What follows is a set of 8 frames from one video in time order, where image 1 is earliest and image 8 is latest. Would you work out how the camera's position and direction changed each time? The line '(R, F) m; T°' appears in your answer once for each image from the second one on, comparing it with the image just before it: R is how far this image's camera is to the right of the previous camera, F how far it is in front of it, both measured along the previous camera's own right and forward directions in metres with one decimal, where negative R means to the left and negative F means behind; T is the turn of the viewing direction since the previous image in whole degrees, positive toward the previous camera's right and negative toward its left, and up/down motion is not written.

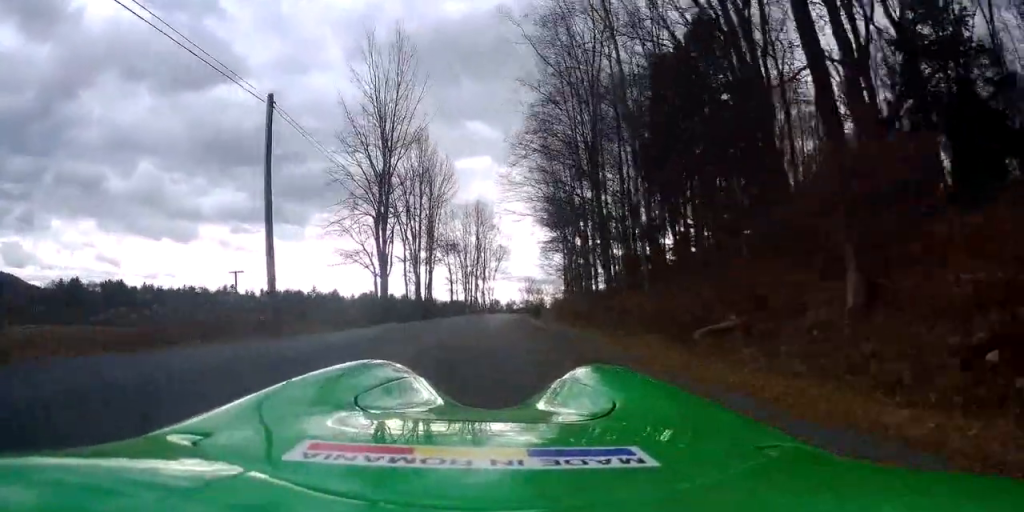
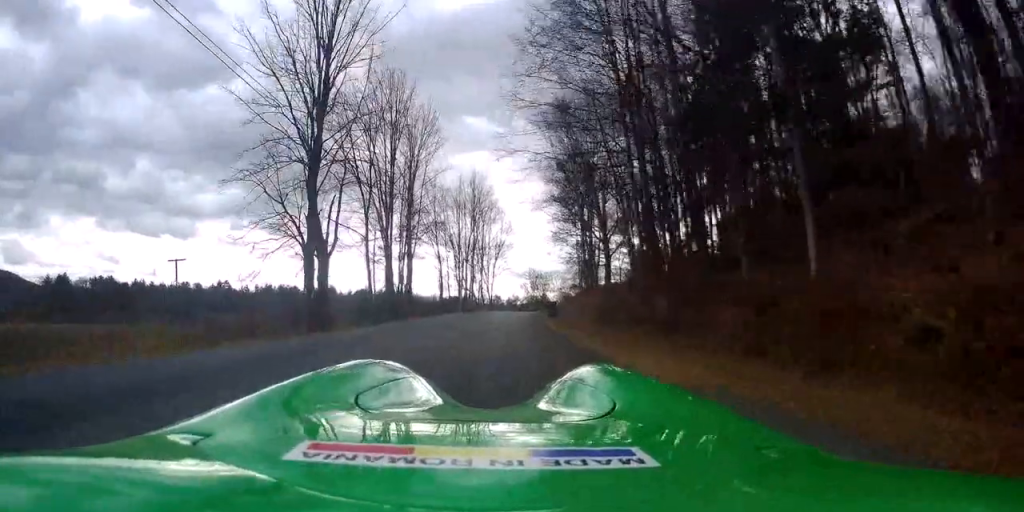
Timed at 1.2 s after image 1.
(+0.4, +15.8) m; +2°
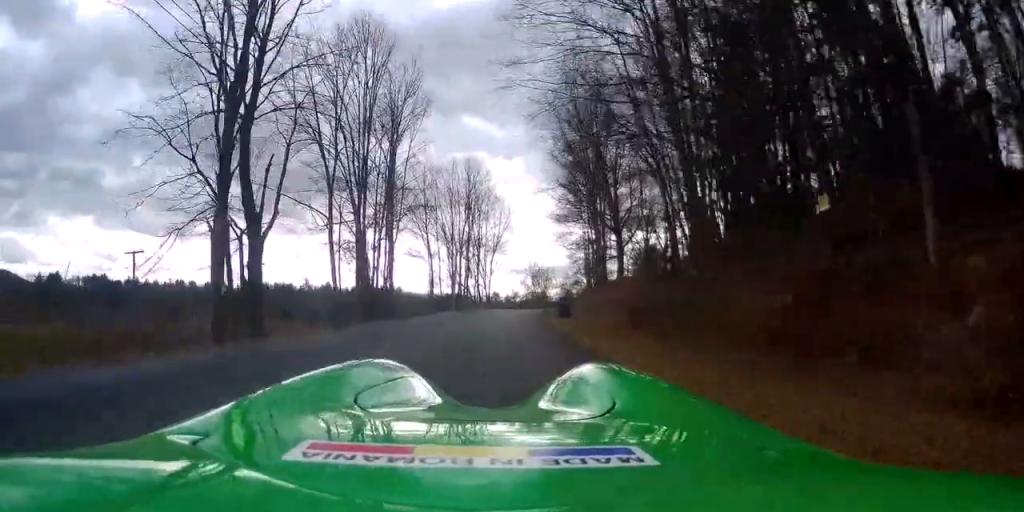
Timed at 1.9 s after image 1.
(0.0, +8.0) m; 0°
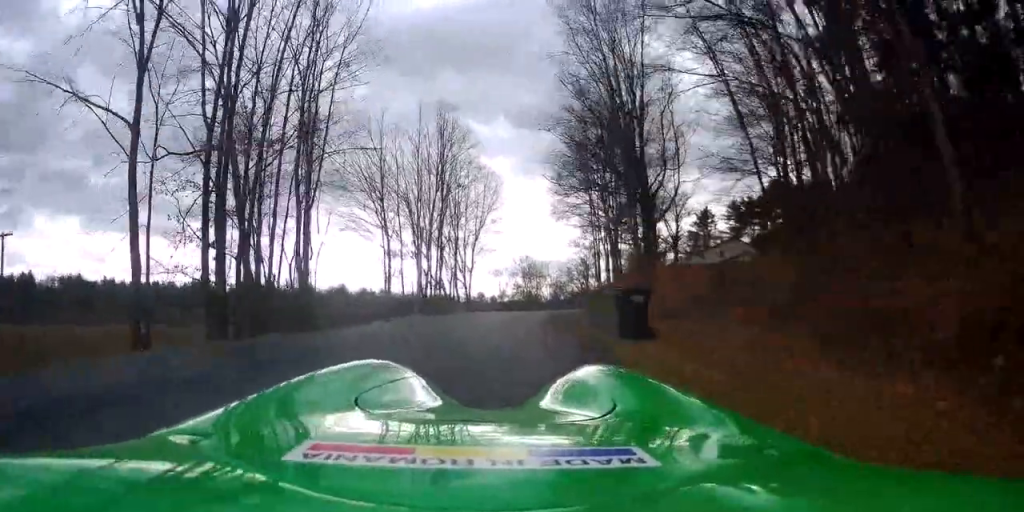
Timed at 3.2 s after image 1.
(0.0, +16.7) m; +1°
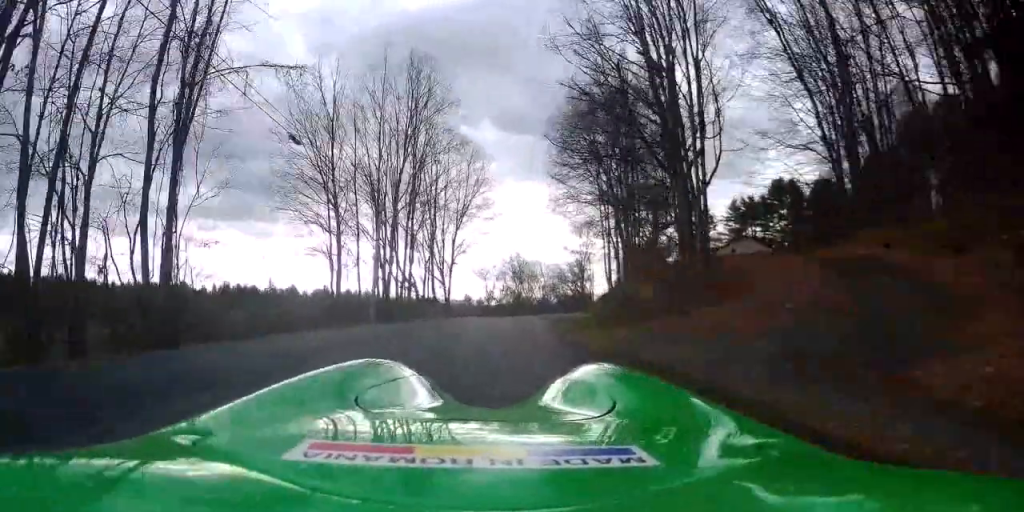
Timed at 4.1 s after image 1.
(+0.1, +11.3) m; +2°
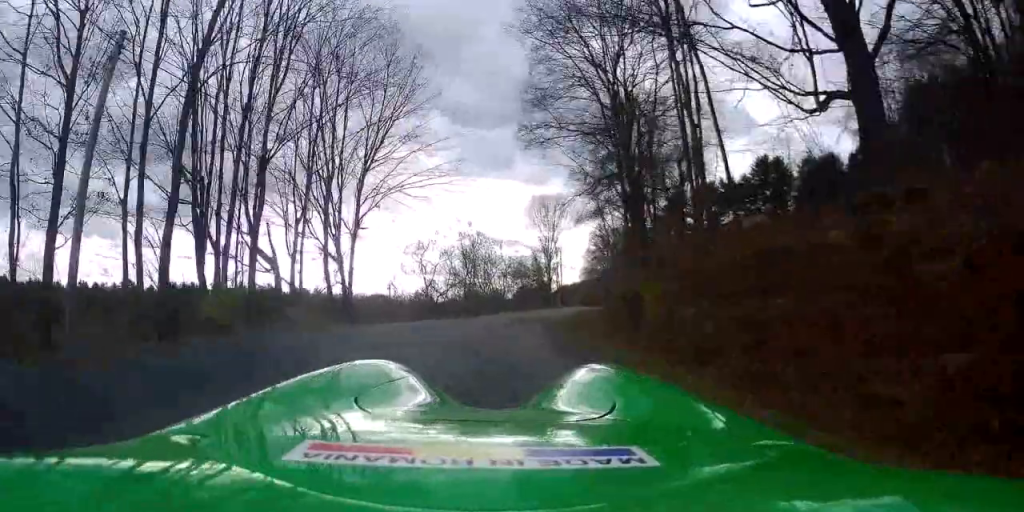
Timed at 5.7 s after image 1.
(+0.5, +19.0) m; +3°
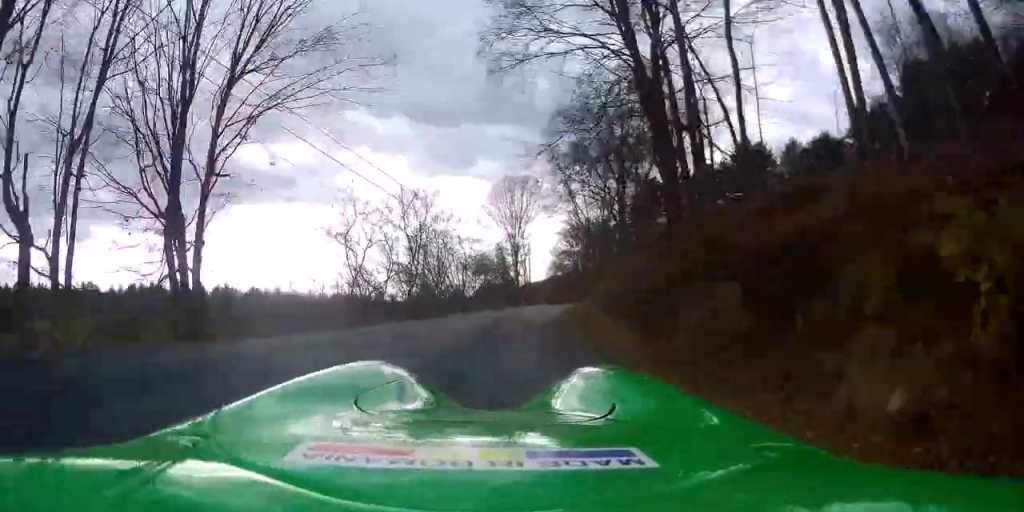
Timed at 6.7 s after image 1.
(+0.3, +11.3) m; +5°
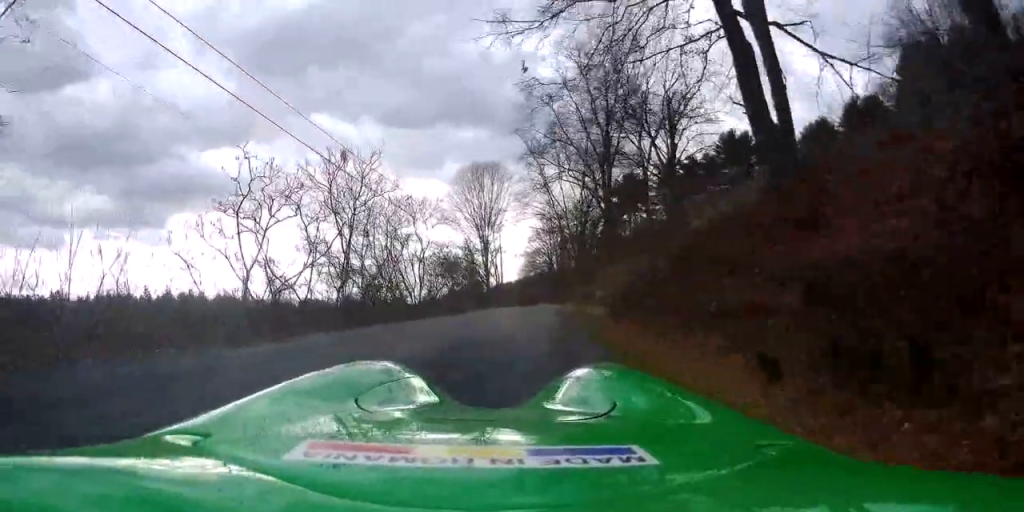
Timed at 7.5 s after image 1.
(+0.4, +9.6) m; +3°
